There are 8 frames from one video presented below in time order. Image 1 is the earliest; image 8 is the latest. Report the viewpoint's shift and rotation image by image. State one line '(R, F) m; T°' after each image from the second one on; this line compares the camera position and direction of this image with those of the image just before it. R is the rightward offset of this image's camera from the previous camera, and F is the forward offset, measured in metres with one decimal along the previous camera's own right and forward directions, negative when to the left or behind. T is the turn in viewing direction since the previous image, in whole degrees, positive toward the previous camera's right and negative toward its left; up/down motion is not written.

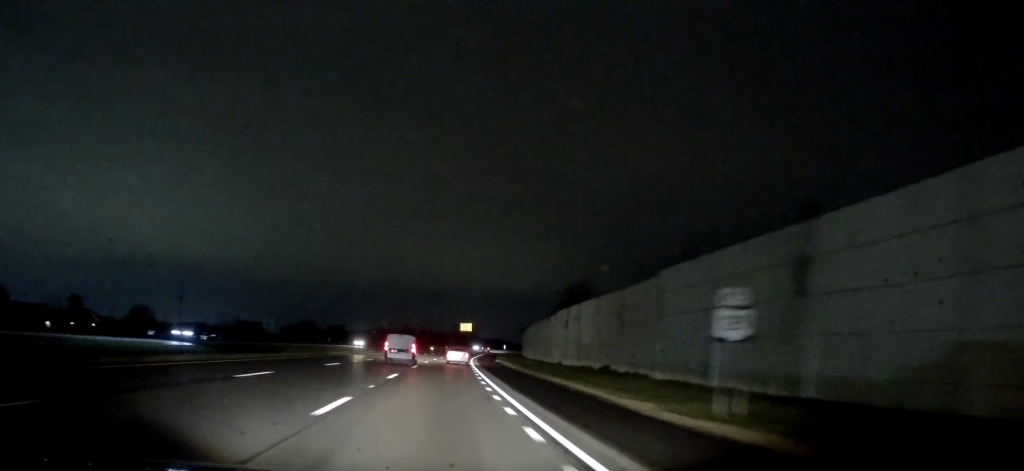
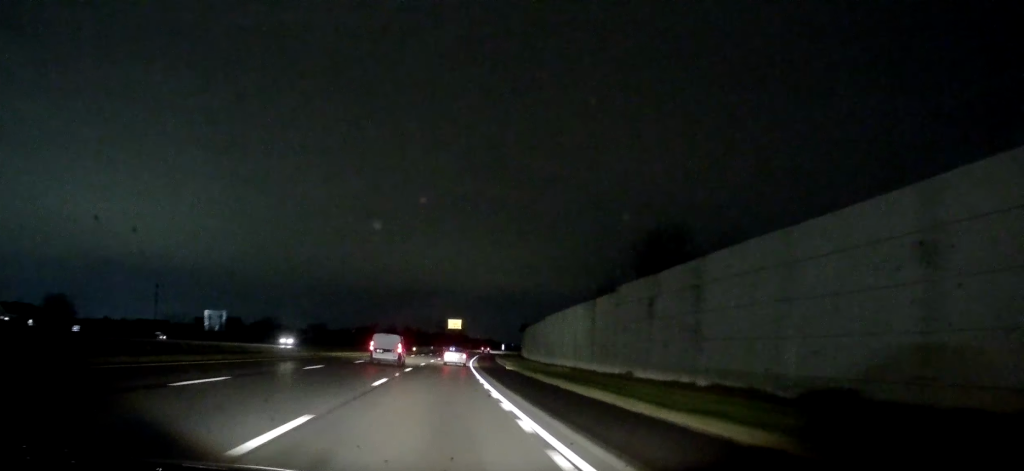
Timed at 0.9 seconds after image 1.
(0.0, +27.6) m; 0°
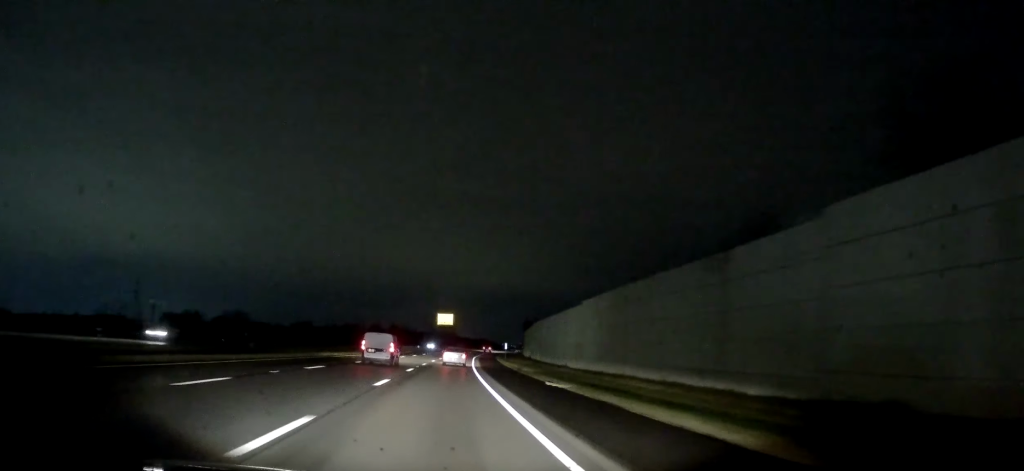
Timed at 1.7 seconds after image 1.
(-0.2, +23.8) m; +2°
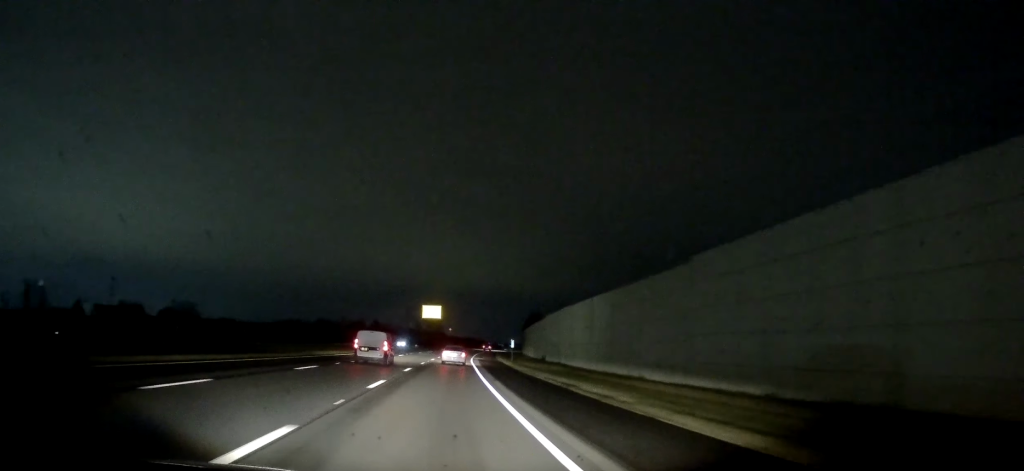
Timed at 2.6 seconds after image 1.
(+0.9, +25.0) m; +2°
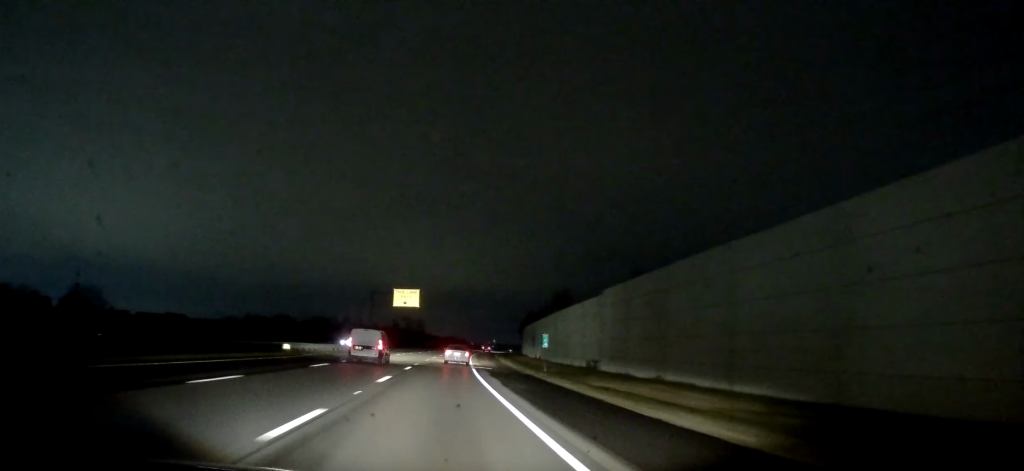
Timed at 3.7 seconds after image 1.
(+0.2, +34.4) m; +1°
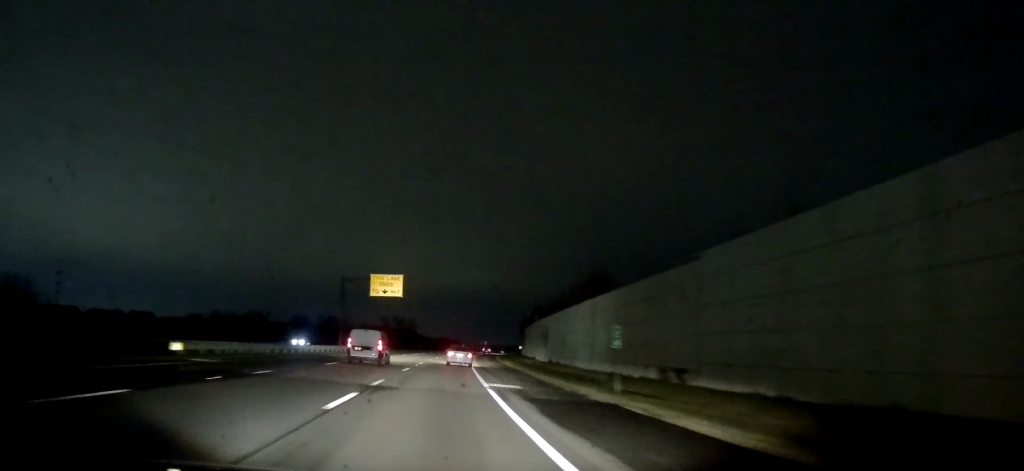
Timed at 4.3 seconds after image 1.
(+0.3, +18.4) m; +1°
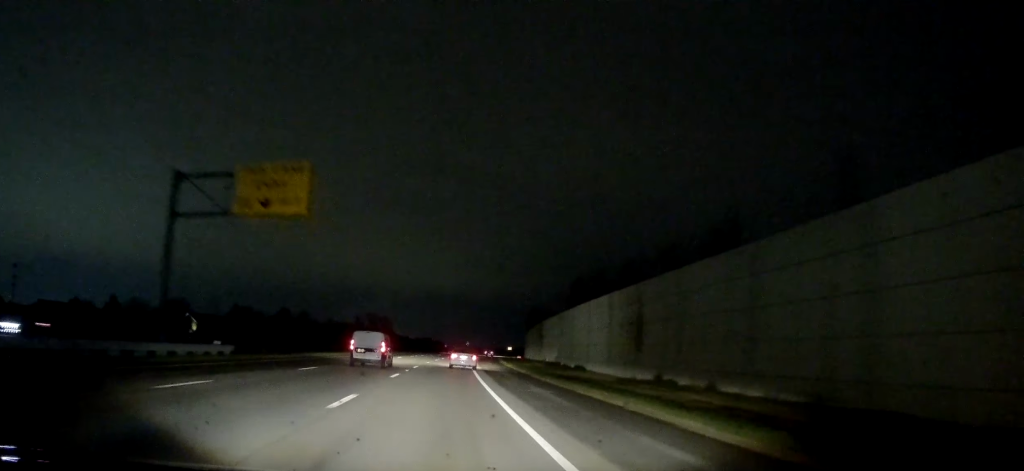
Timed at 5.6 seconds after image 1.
(+0.9, +40.8) m; +2°
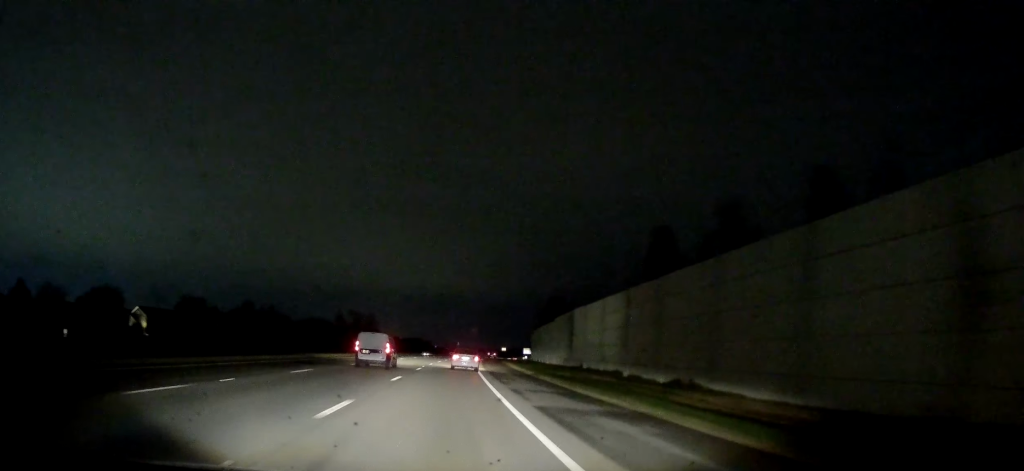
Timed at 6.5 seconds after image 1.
(0.0, +25.5) m; +1°
